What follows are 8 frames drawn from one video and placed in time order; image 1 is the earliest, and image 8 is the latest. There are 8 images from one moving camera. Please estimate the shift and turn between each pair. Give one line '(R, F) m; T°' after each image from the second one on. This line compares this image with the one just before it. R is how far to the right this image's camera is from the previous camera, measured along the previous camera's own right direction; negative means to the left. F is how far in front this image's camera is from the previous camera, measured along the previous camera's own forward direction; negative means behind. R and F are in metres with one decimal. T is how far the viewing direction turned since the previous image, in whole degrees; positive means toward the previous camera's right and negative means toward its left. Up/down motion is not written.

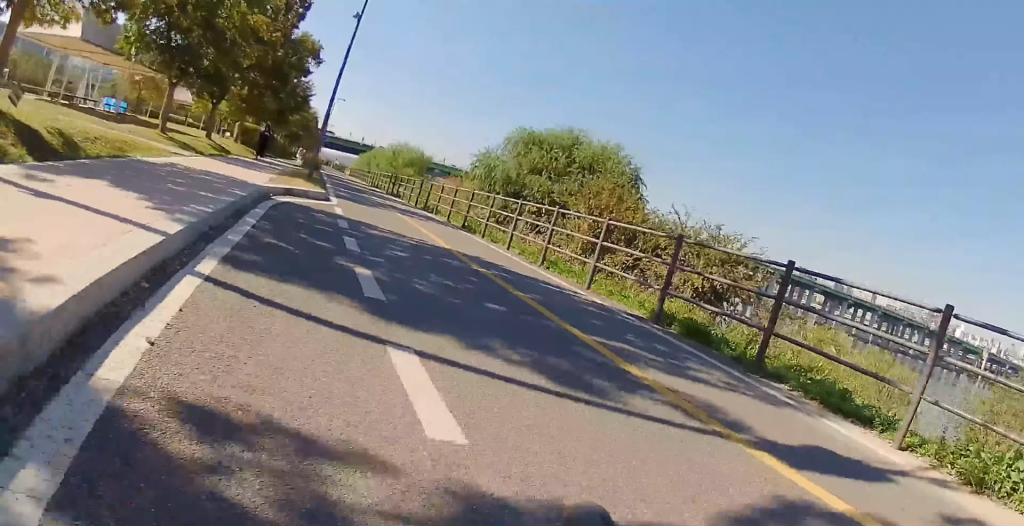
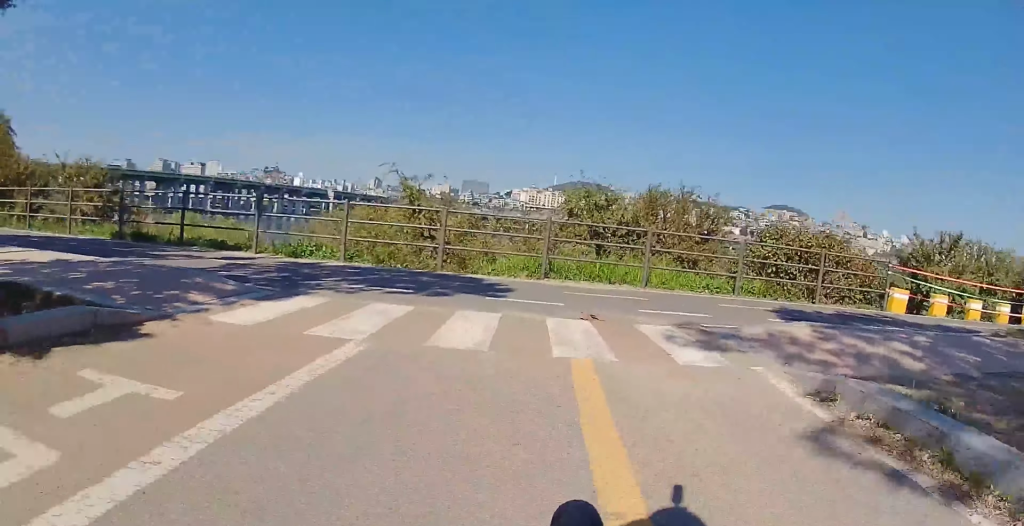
(+1.2, +11.0) m; +21°
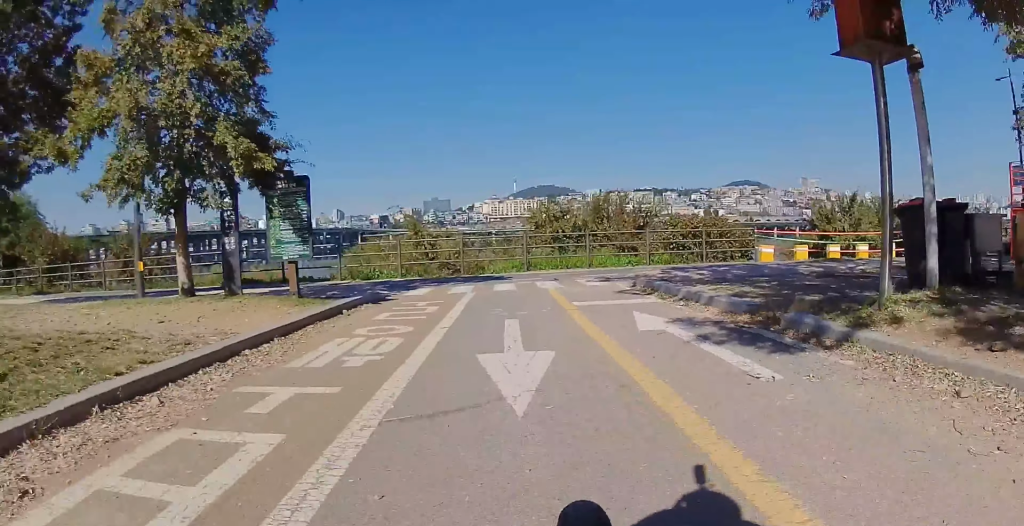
(+3.0, +8.3) m; +41°
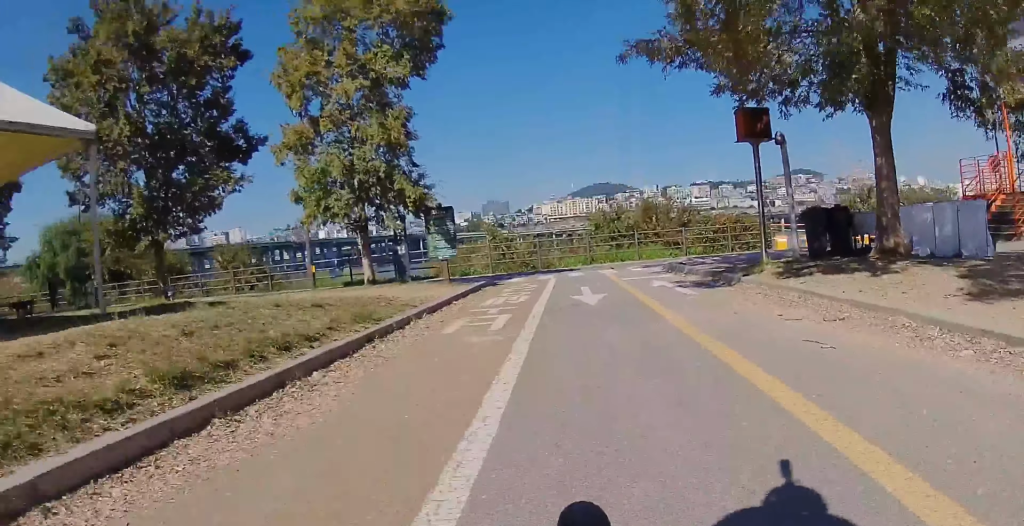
(+1.2, +5.8) m; +11°
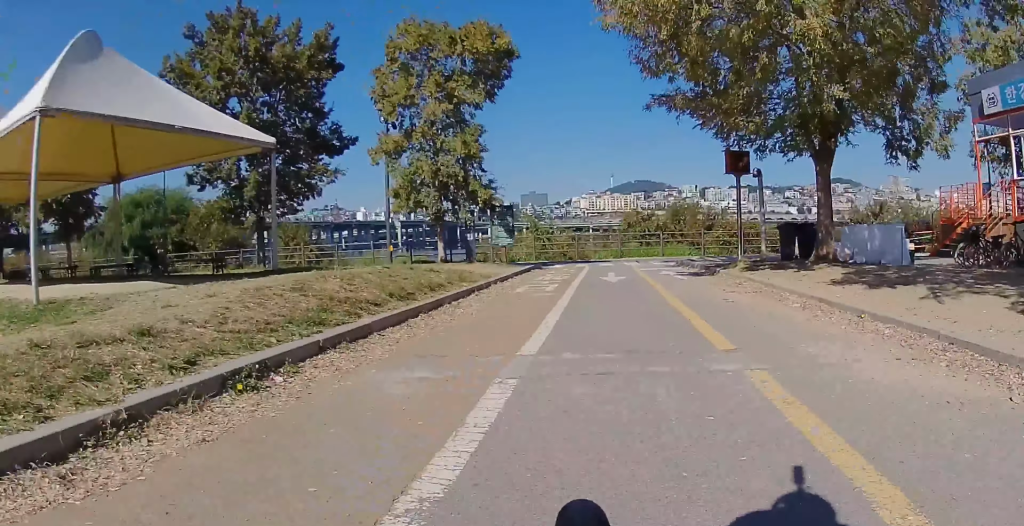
(+0.1, +4.2) m; +2°
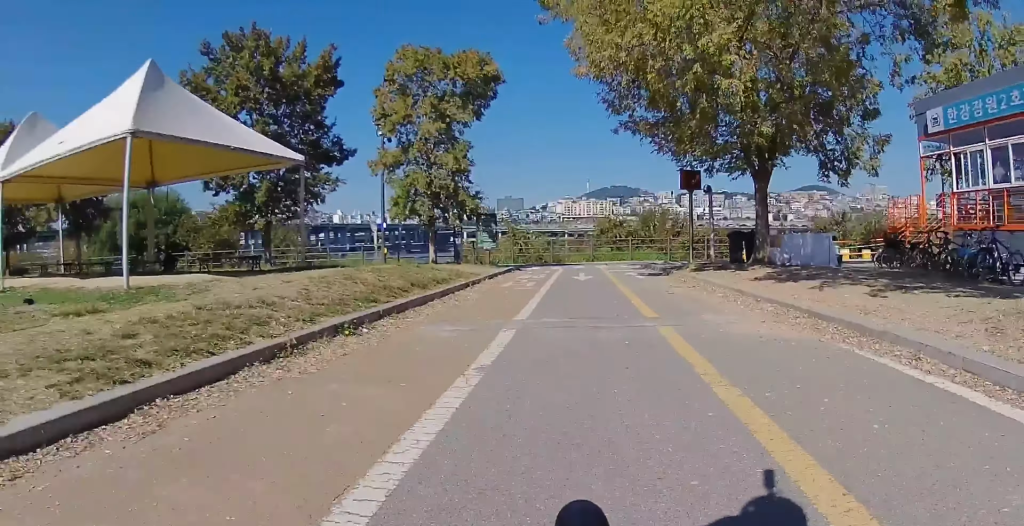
(-0.2, +2.6) m; +2°
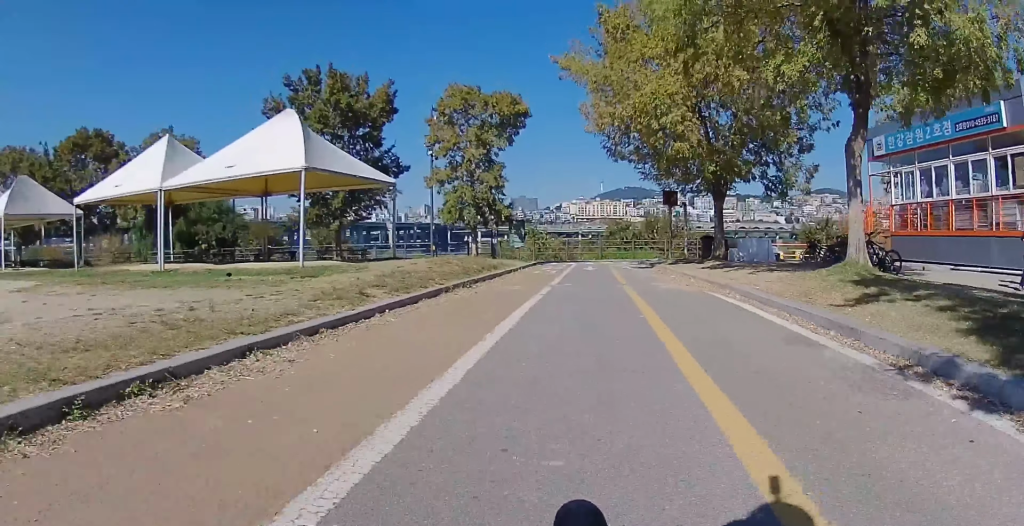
(+0.6, +6.3) m; +12°
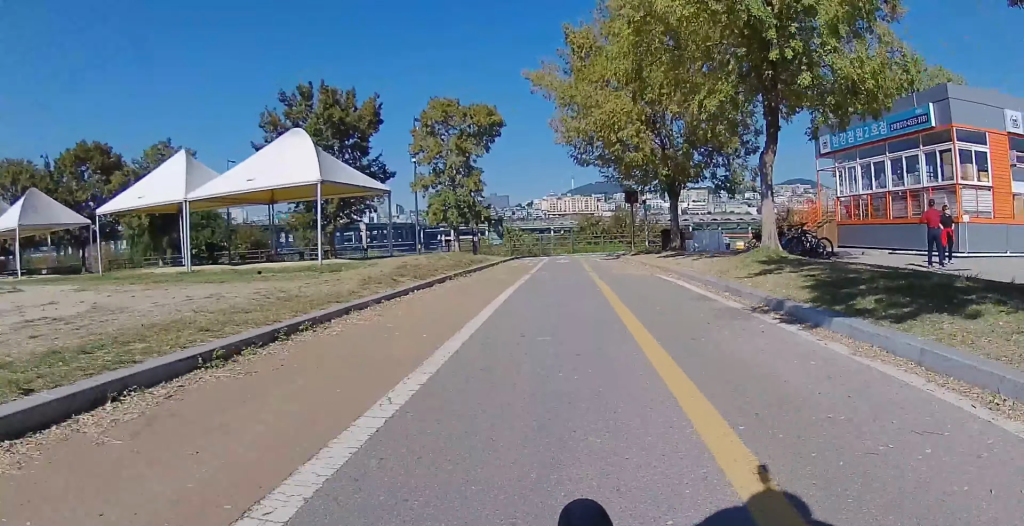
(+0.2, +2.9) m; +1°
